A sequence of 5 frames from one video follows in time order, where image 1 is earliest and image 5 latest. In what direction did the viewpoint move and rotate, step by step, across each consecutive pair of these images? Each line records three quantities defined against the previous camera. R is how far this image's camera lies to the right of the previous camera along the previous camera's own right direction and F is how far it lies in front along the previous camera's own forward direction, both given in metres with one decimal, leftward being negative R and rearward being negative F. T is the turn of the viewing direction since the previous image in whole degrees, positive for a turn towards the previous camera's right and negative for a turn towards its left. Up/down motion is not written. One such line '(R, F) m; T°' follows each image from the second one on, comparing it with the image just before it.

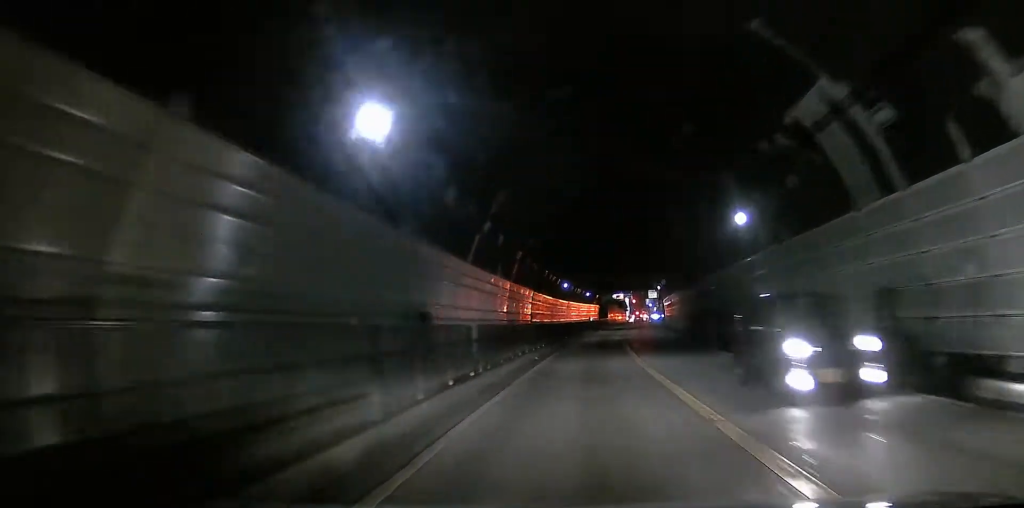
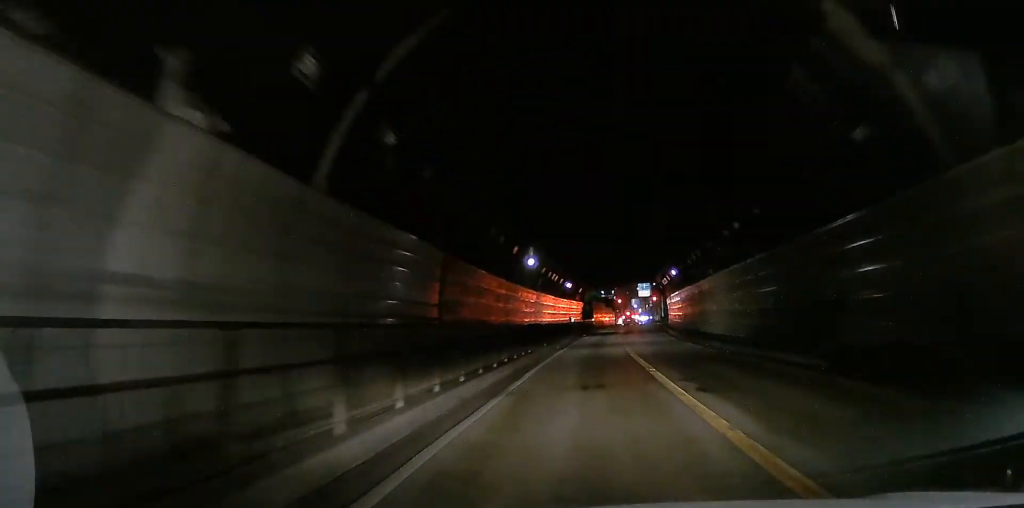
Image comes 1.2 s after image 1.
(0.0, +17.8) m; 0°
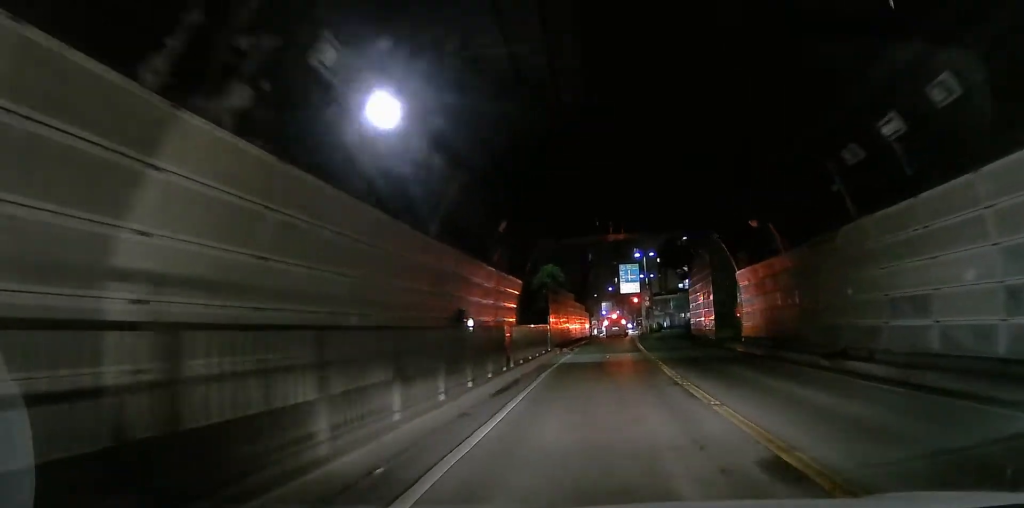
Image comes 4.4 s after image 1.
(0.0, +46.3) m; 0°
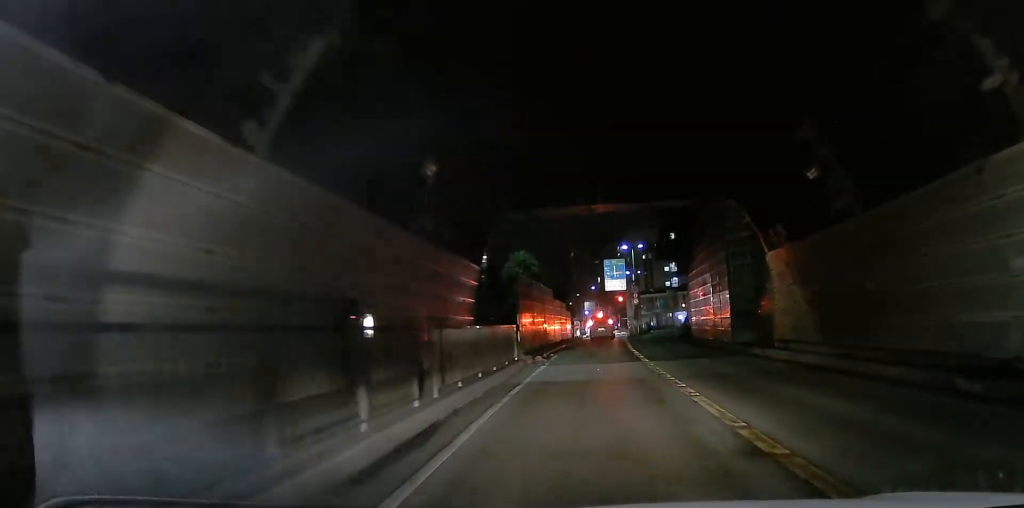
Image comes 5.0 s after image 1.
(0.0, +8.4) m; 0°
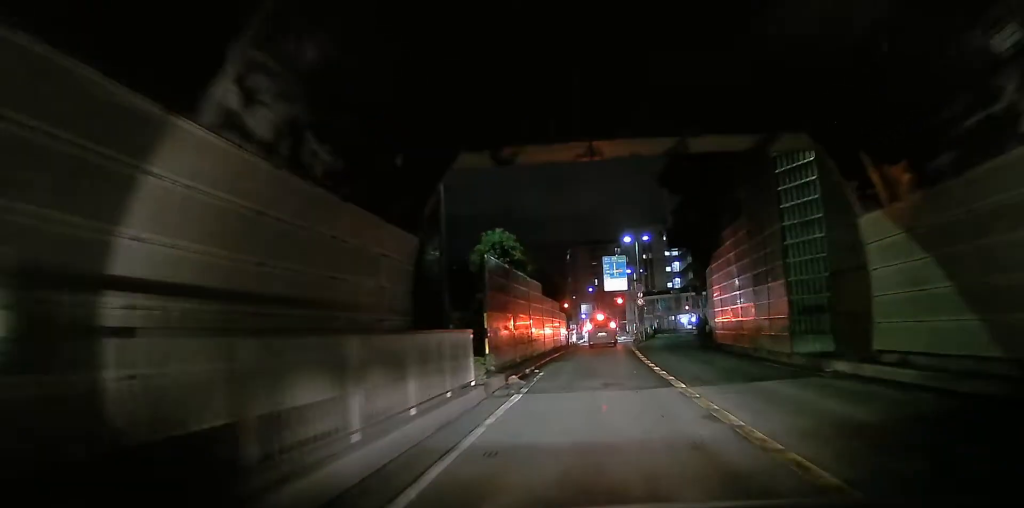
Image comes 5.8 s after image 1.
(0.0, +10.2) m; 0°
